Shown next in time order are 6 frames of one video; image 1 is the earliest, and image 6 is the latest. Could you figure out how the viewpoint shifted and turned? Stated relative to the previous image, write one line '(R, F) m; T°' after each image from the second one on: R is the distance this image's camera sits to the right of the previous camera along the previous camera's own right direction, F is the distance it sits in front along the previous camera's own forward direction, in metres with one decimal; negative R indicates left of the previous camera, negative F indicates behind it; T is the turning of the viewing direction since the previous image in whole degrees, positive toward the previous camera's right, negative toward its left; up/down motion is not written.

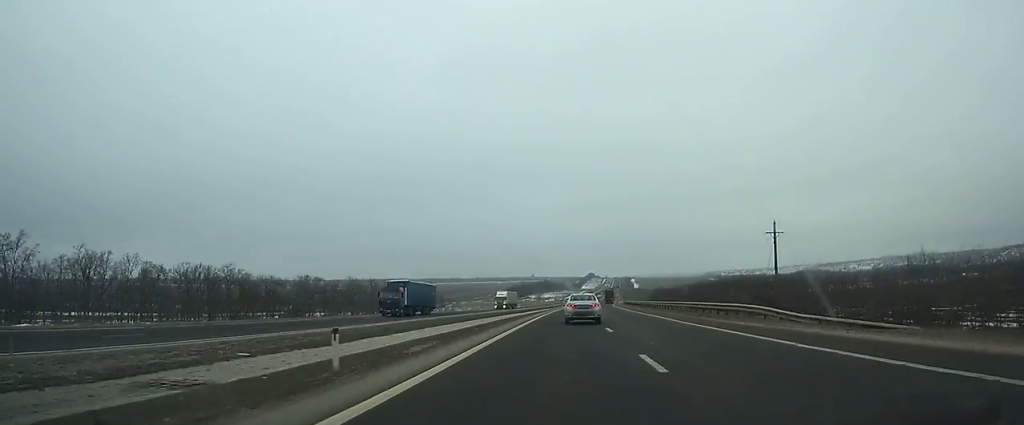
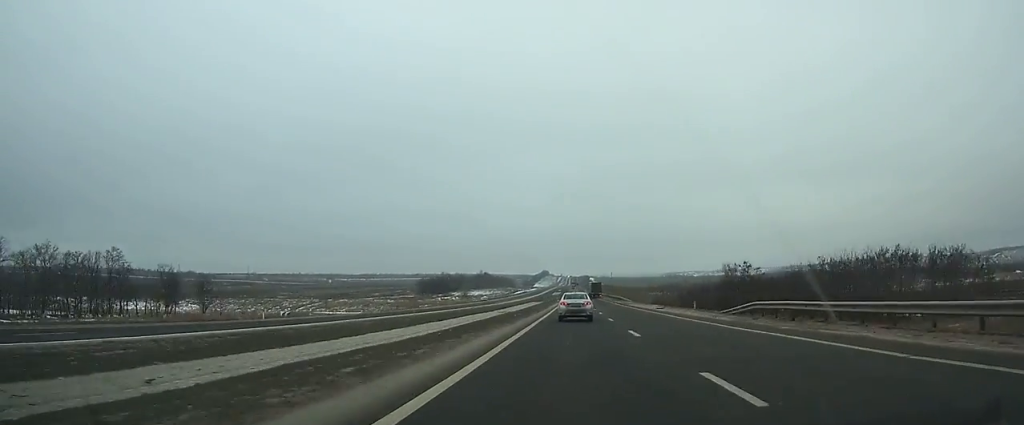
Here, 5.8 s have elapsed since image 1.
(+6.1, +157.5) m; +4°
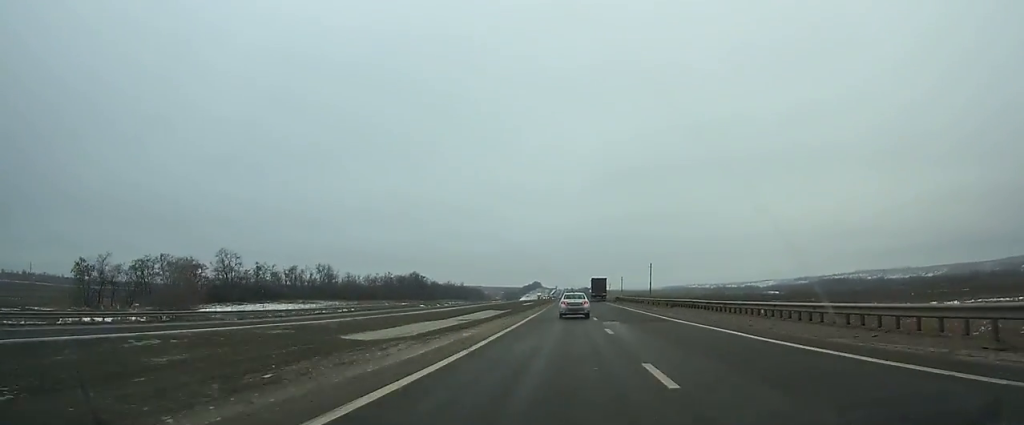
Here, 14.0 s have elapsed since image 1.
(+1.5, +225.0) m; 0°
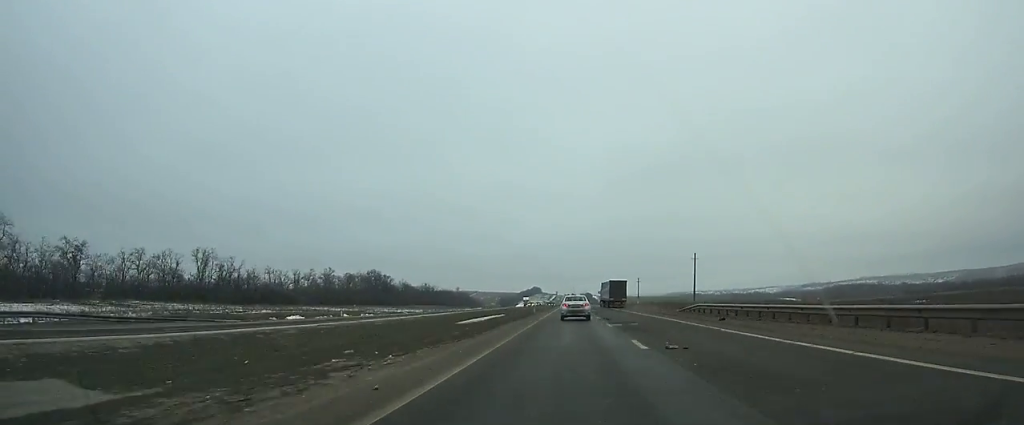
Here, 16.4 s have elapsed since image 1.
(-0.2, +65.4) m; 0°
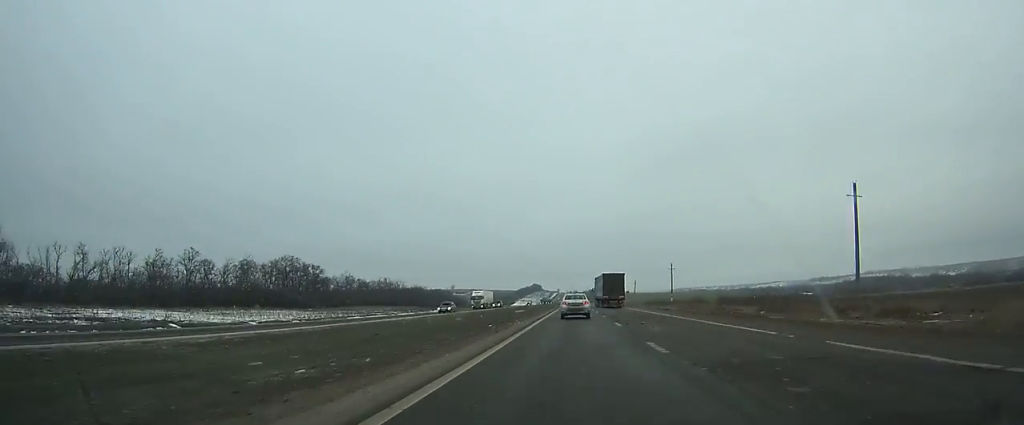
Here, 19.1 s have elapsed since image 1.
(+0.2, +73.3) m; 0°
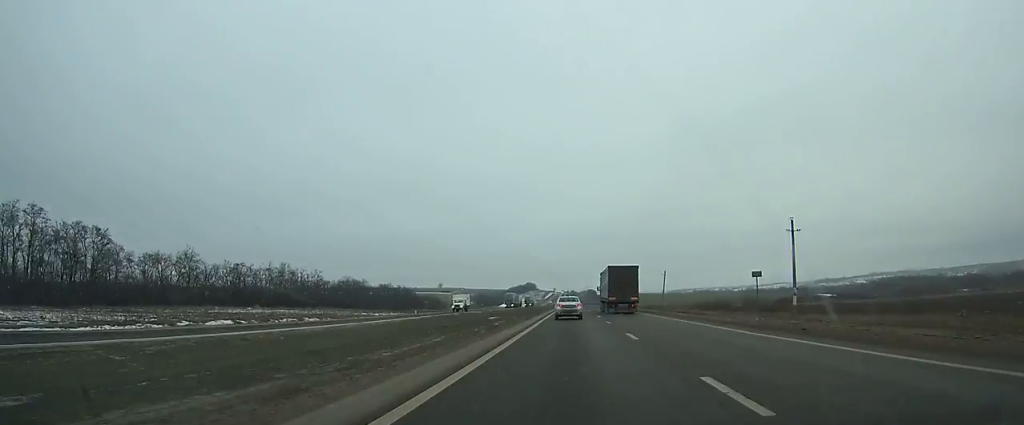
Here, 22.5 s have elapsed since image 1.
(+0.2, +92.5) m; 0°
